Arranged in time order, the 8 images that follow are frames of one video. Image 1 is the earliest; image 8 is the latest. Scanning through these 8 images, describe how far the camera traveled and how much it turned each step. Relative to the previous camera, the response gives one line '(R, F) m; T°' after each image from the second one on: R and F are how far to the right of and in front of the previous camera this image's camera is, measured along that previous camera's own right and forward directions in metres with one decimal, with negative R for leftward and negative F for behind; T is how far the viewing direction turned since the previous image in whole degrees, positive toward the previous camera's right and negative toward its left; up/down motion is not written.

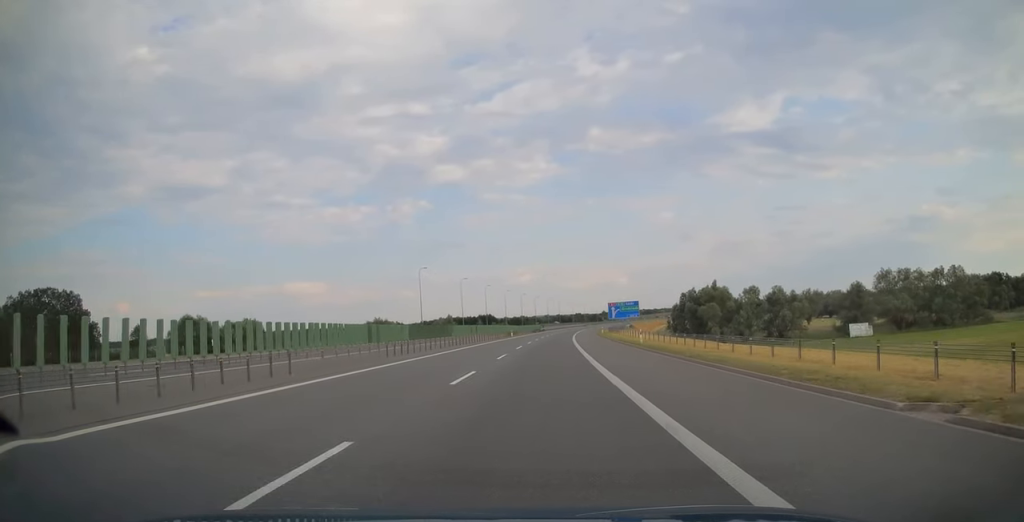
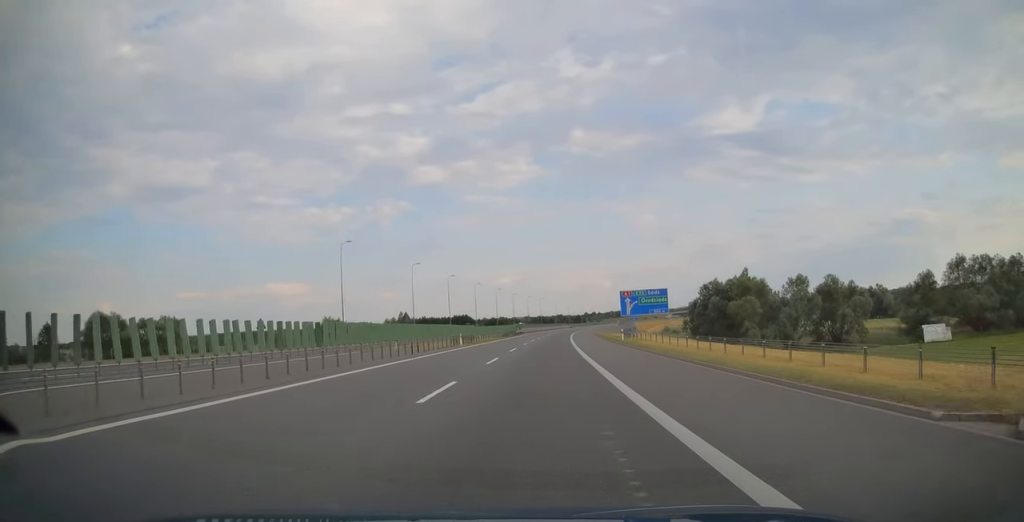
(+0.1, +39.6) m; 0°
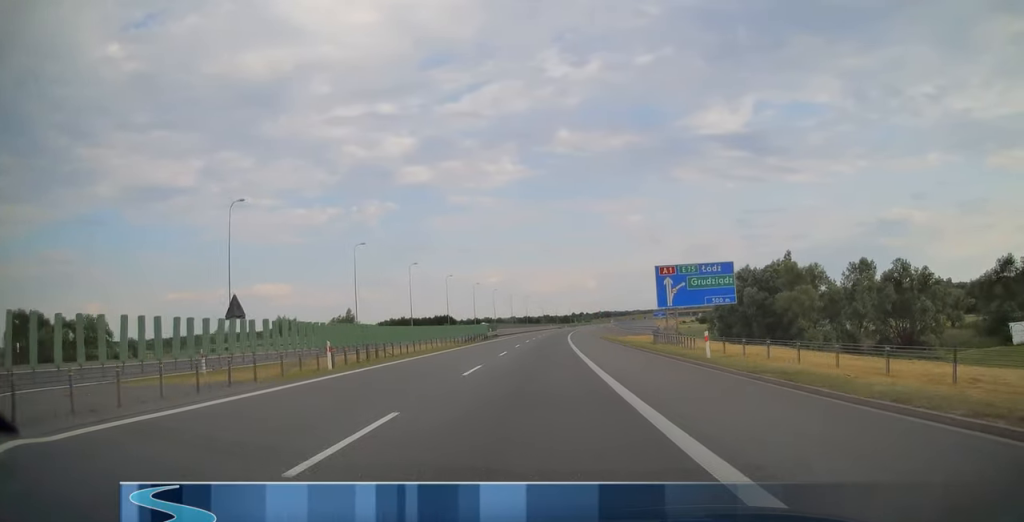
(0.0, +29.3) m; 0°
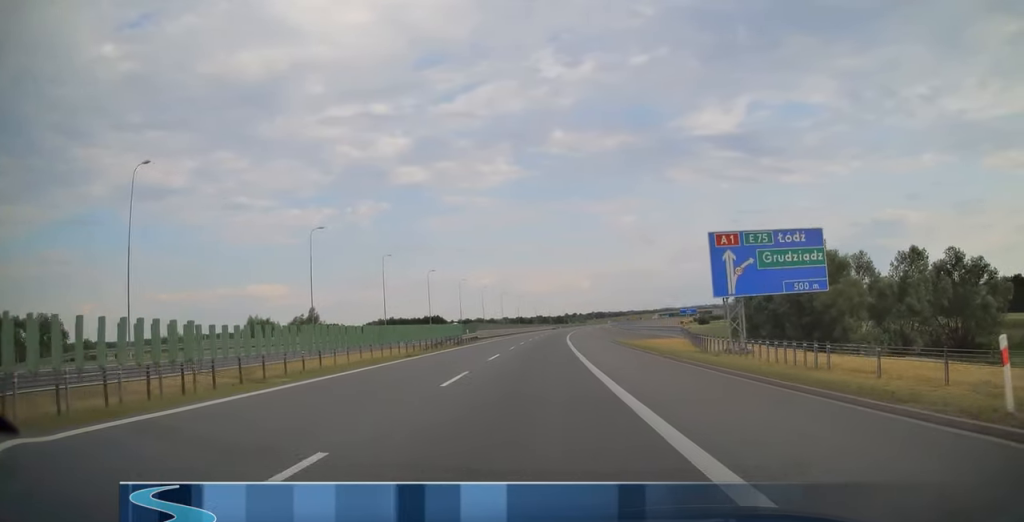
(0.0, +15.2) m; 0°
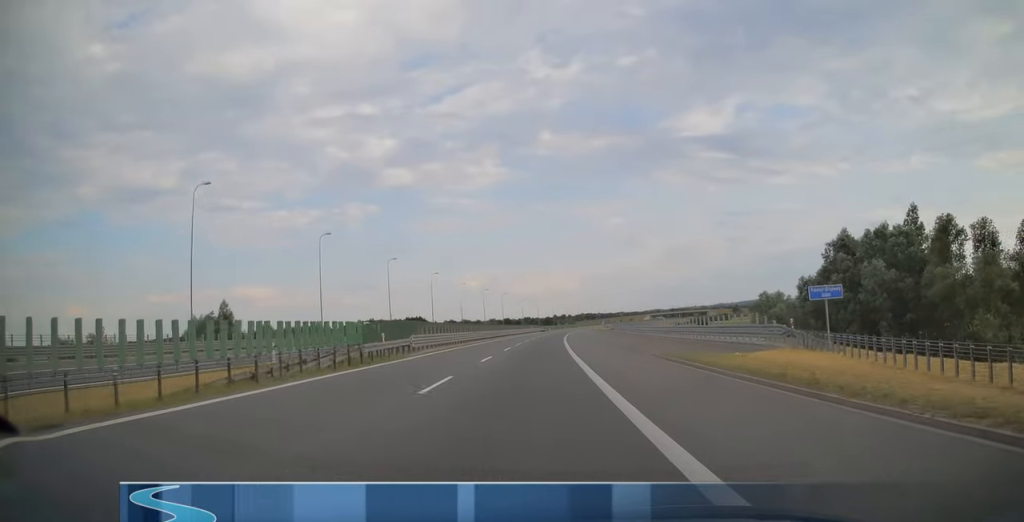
(0.0, +25.5) m; 0°
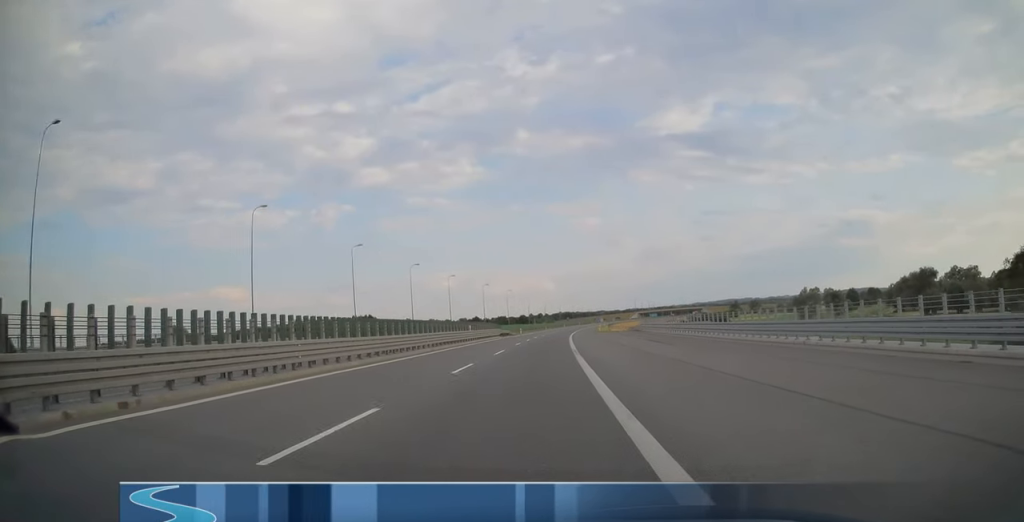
(0.0, +78.7) m; +2°
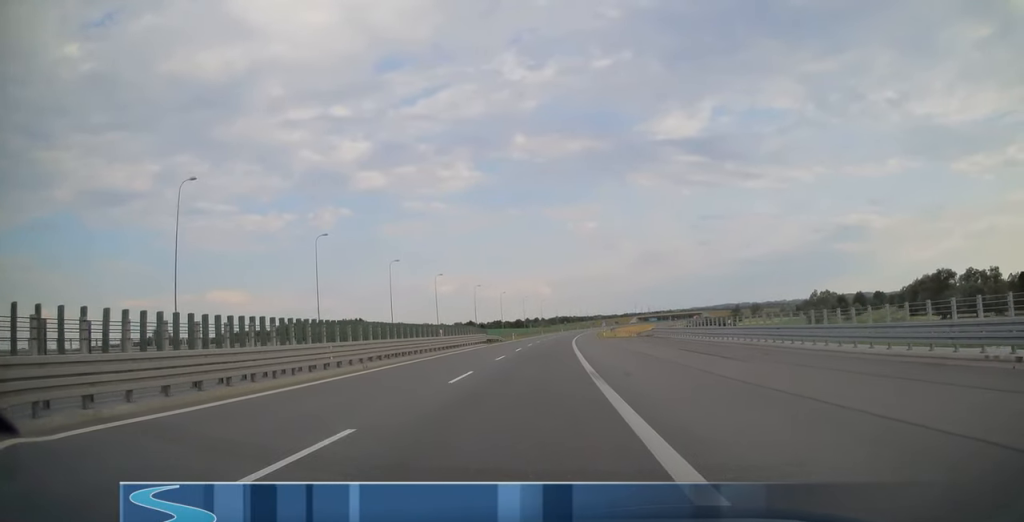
(0.0, +13.6) m; +1°
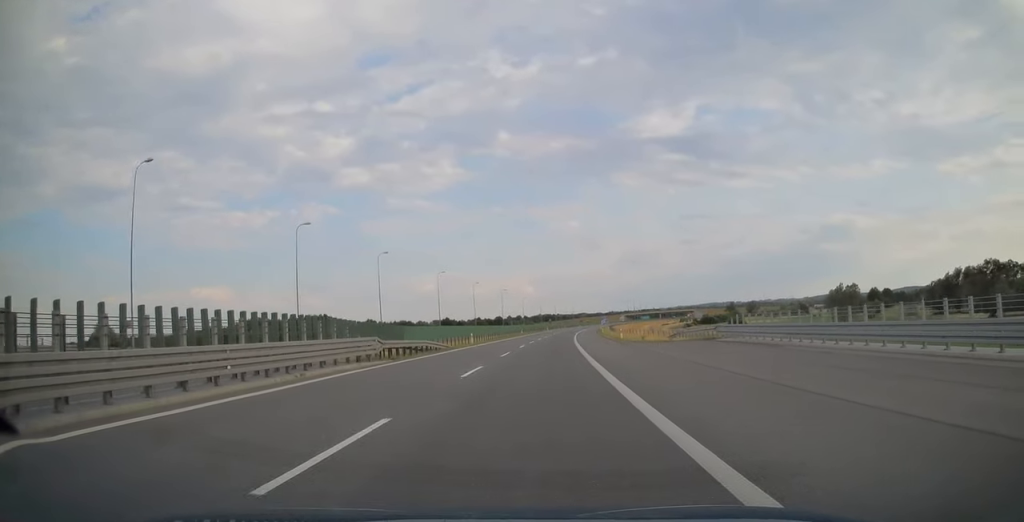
(+1.3, +35.3) m; +3°
